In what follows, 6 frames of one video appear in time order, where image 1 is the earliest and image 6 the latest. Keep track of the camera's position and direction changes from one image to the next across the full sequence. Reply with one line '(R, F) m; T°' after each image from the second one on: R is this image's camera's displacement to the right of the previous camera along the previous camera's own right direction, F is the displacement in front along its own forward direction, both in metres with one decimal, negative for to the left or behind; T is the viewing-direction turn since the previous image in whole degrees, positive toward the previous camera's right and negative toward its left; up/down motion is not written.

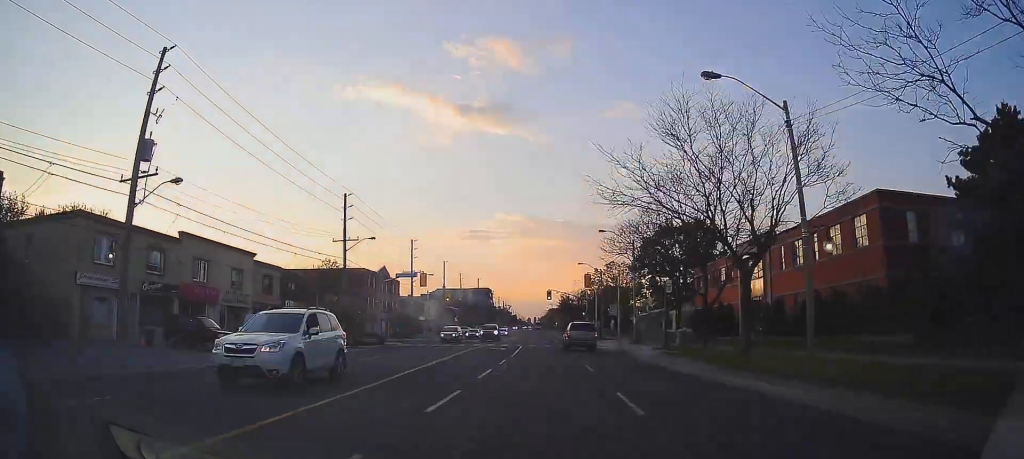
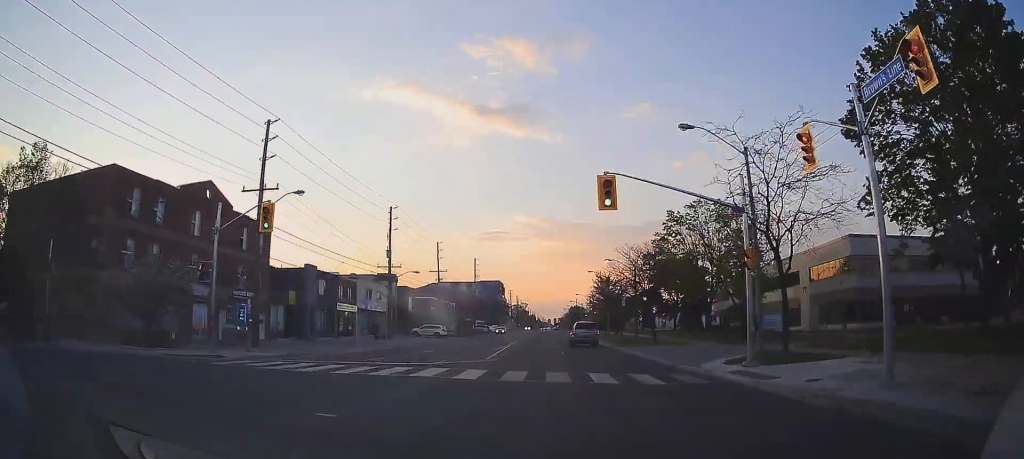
(-0.1, +49.6) m; -2°
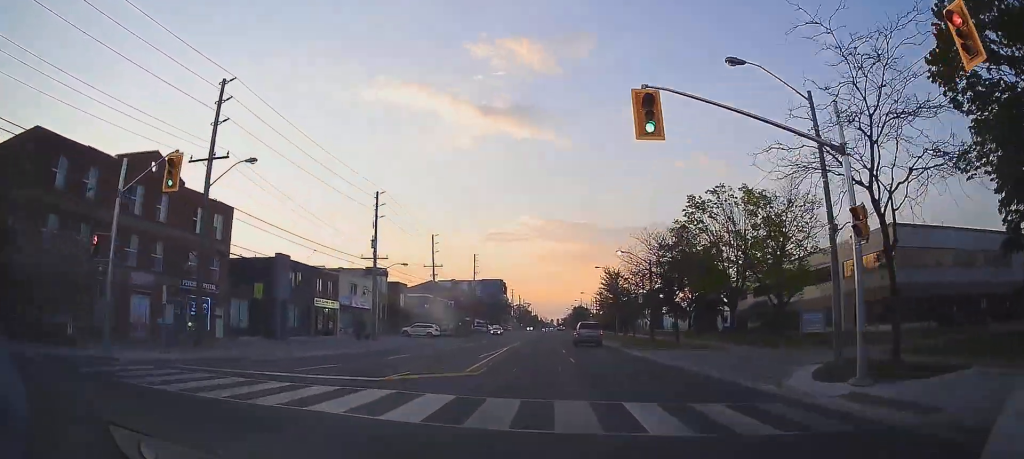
(-0.2, +7.1) m; -1°
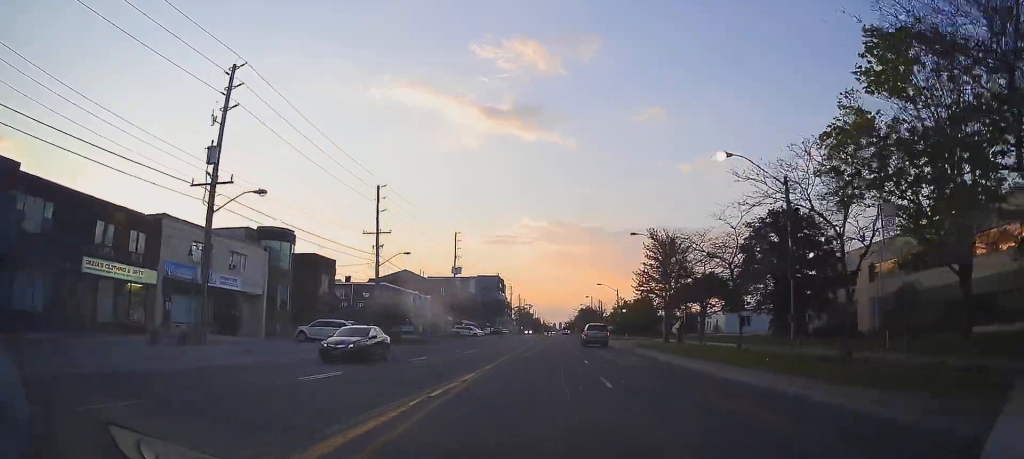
(0.0, +29.7) m; 0°
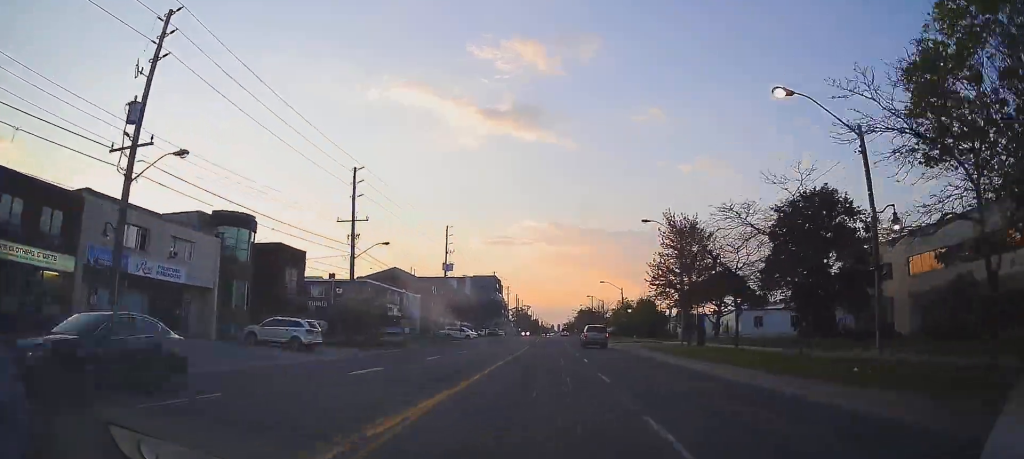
(+0.1, +6.6) m; +1°
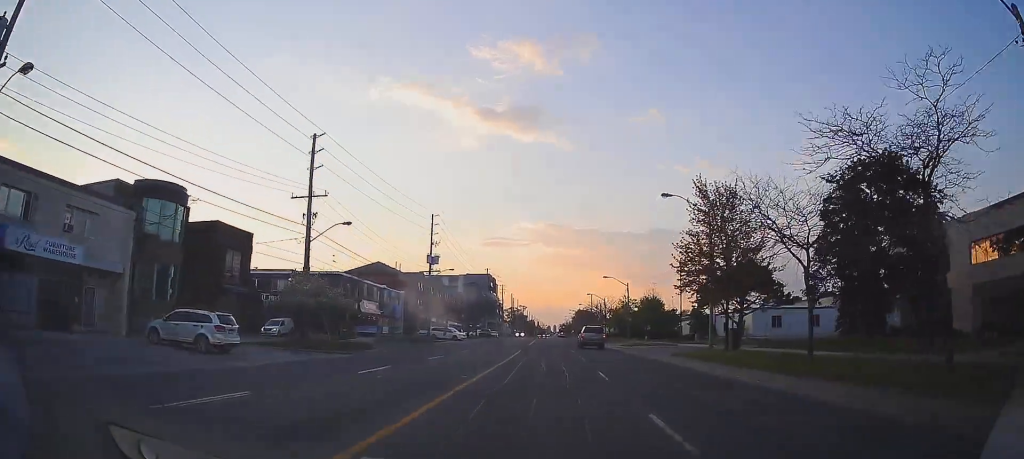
(0.0, +8.5) m; +1°
